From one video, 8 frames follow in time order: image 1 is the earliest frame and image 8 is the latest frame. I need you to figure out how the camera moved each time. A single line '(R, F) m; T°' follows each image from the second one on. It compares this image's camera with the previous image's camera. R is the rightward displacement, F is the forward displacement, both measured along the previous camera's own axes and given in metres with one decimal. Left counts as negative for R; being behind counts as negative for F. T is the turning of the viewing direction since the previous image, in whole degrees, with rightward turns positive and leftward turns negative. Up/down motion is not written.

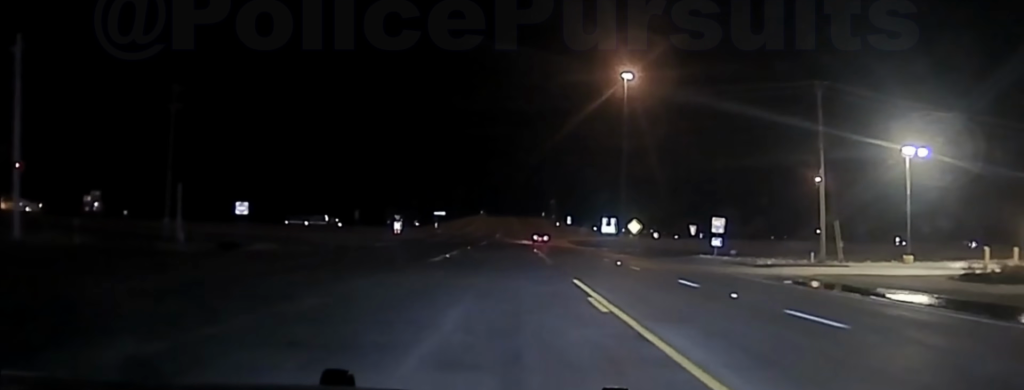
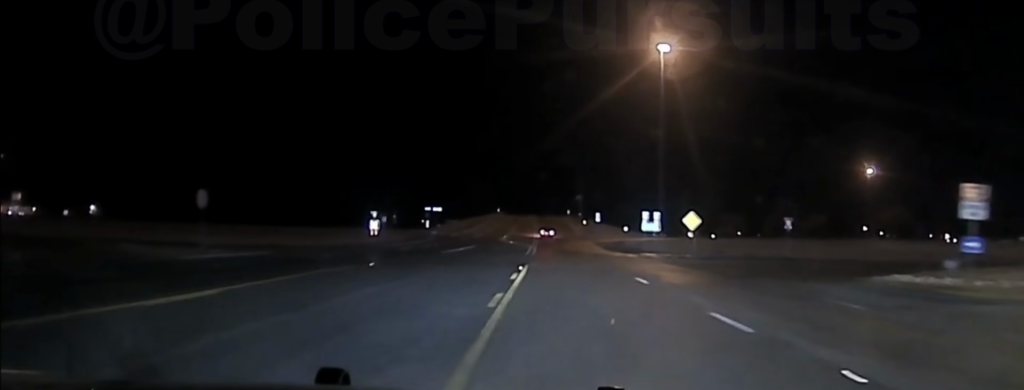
(-1.4, +44.7) m; -3°
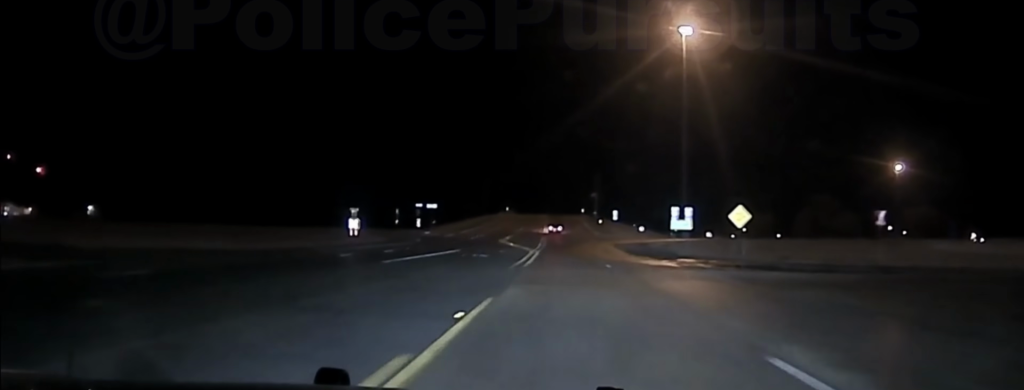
(-0.1, +17.8) m; -1°
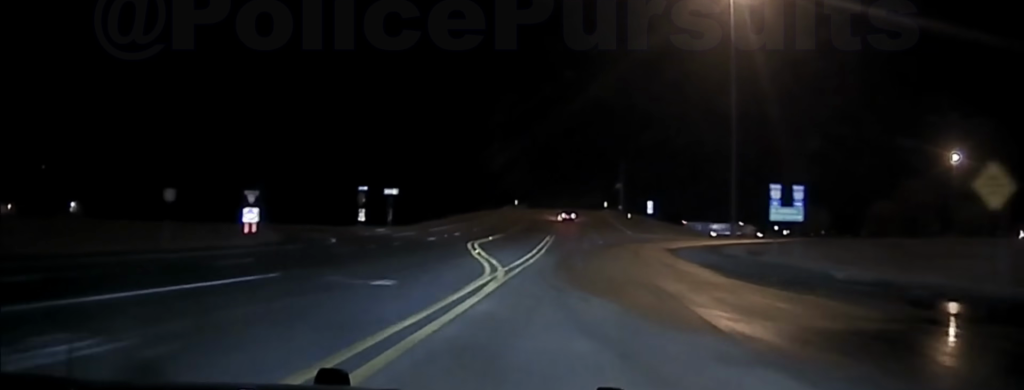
(-0.5, +36.7) m; -1°
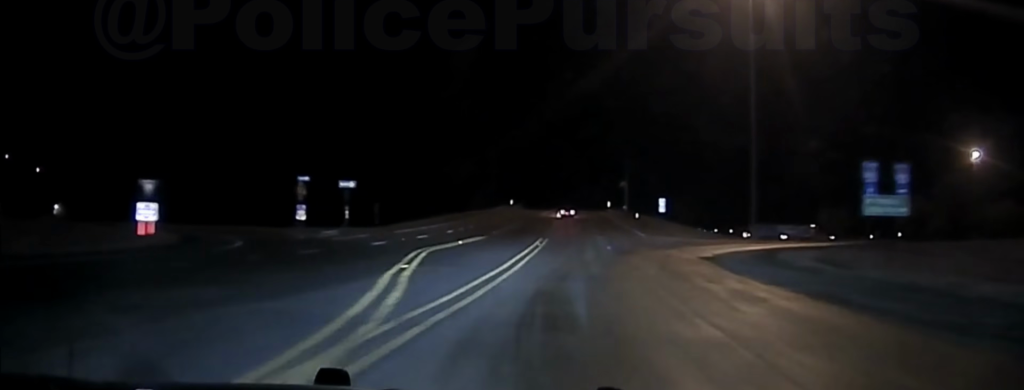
(0.0, +18.0) m; 0°
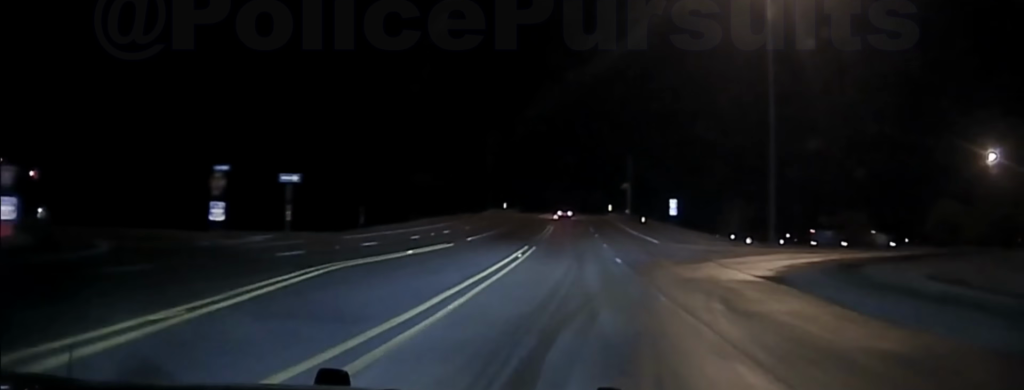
(+0.1, +13.8) m; 0°
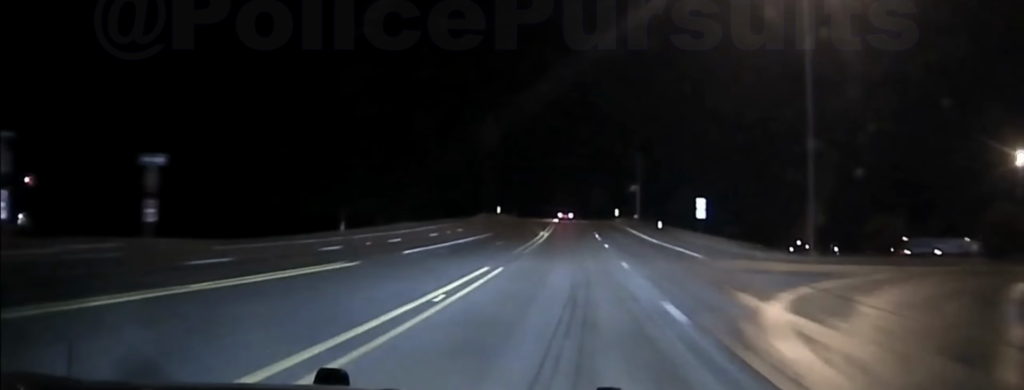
(0.0, +21.1) m; 0°
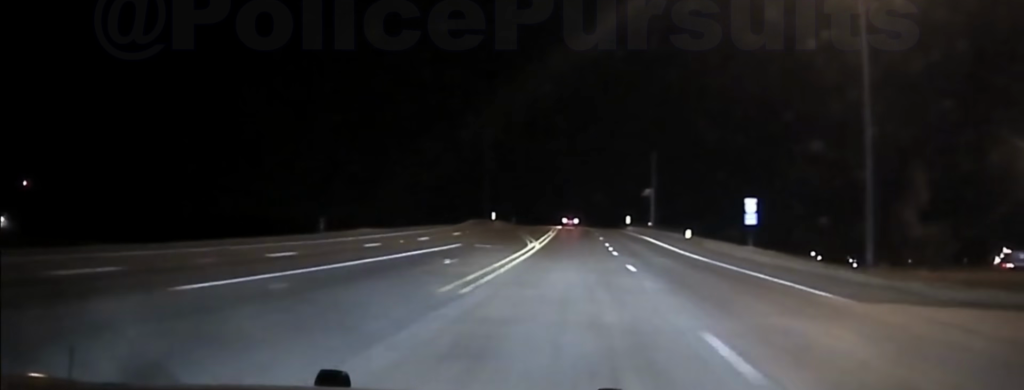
(-0.1, +20.0) m; 0°
